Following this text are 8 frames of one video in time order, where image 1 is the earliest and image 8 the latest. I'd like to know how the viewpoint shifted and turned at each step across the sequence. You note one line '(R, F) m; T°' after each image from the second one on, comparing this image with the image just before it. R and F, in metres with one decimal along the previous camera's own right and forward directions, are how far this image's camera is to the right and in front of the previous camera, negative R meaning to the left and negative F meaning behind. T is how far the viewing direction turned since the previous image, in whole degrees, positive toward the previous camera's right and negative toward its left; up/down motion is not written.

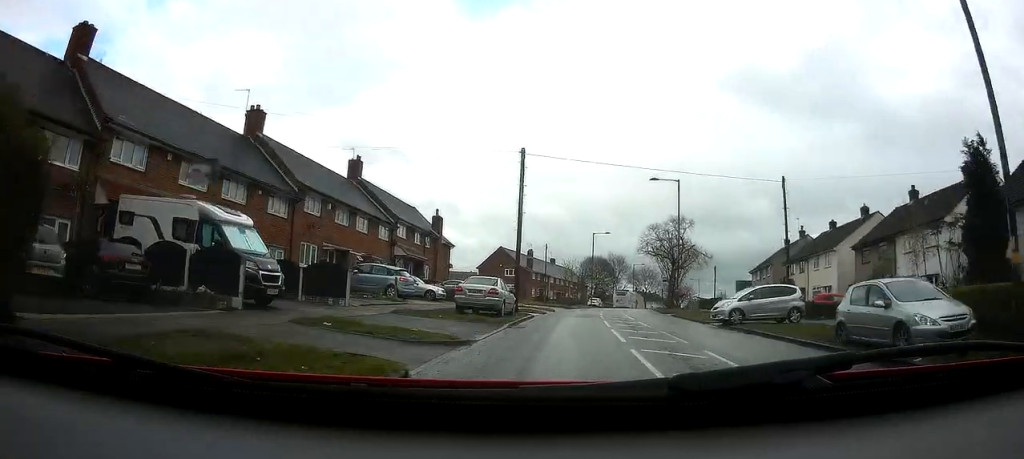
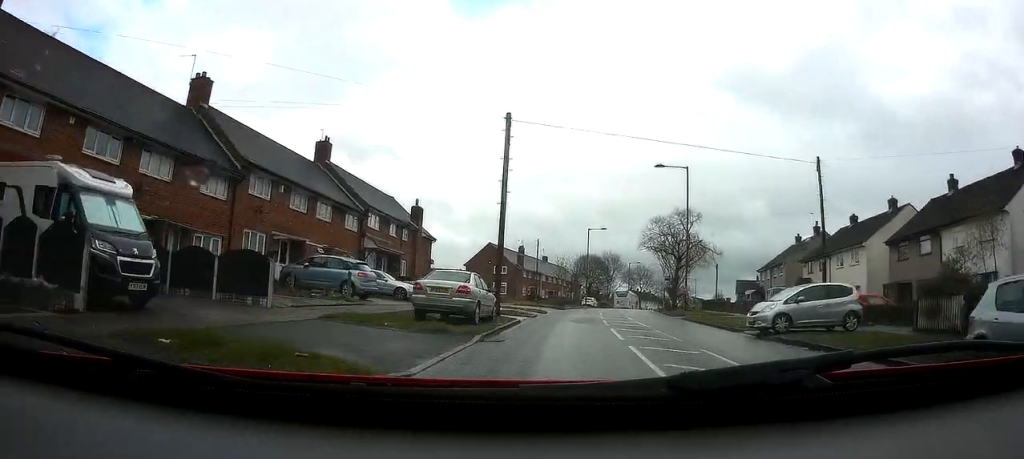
(0.0, +5.2) m; +1°
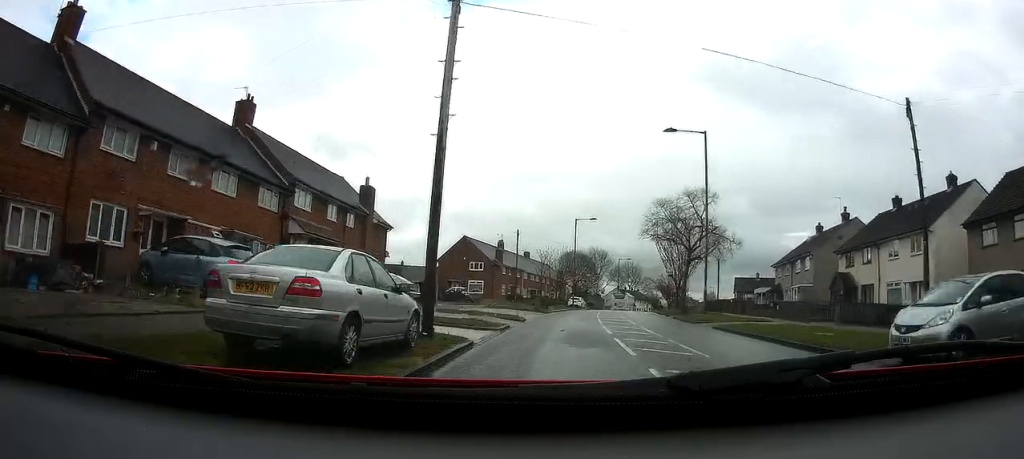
(+0.1, +8.9) m; +1°
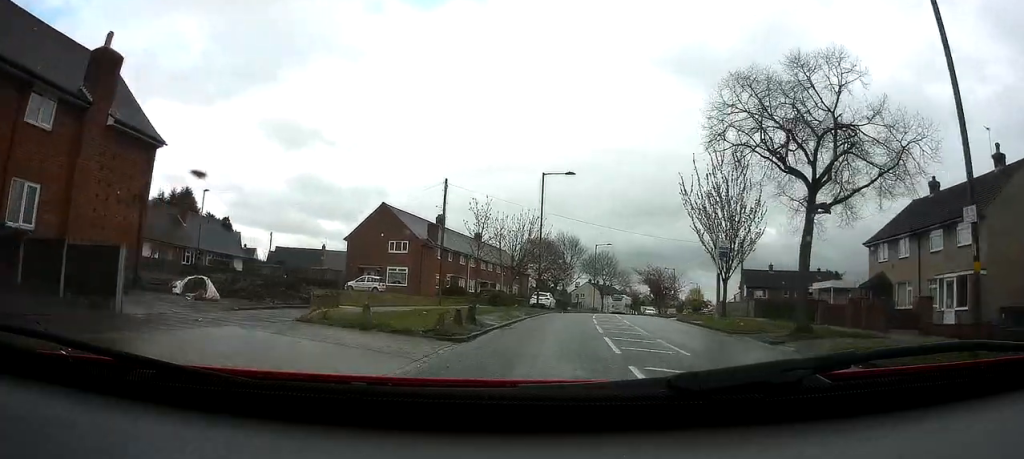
(+0.2, +22.8) m; +1°
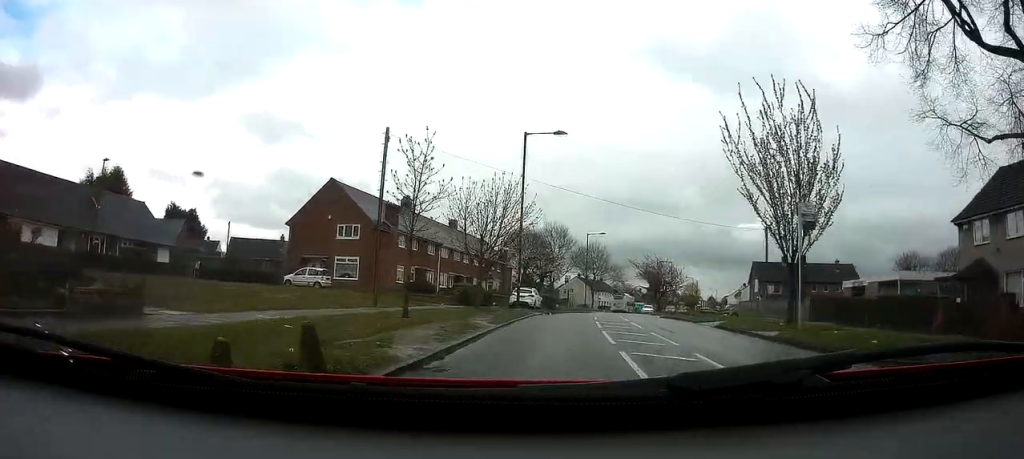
(+0.3, +9.9) m; +2°
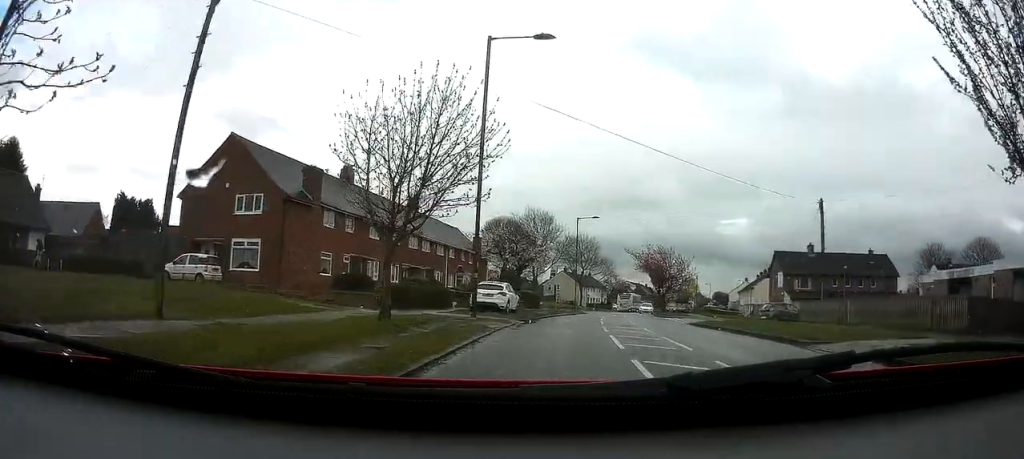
(0.0, +12.7) m; +1°
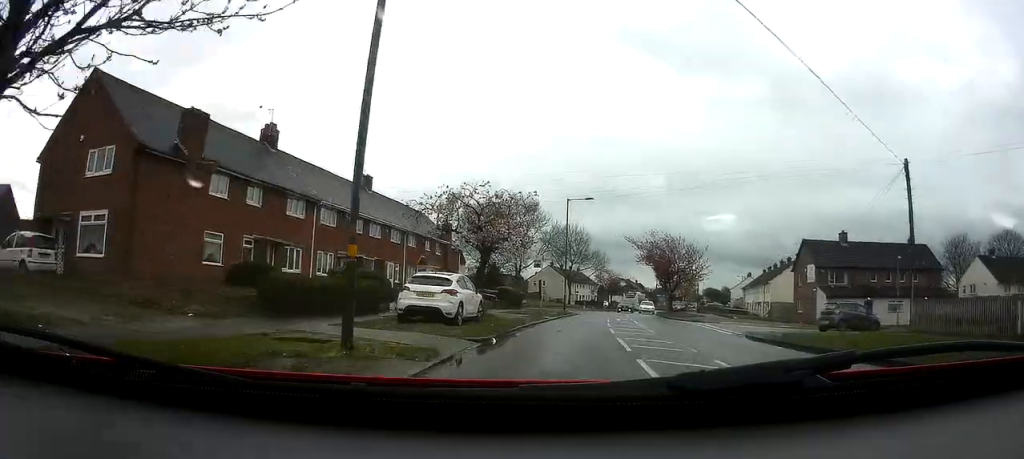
(+0.3, +11.0) m; +3°
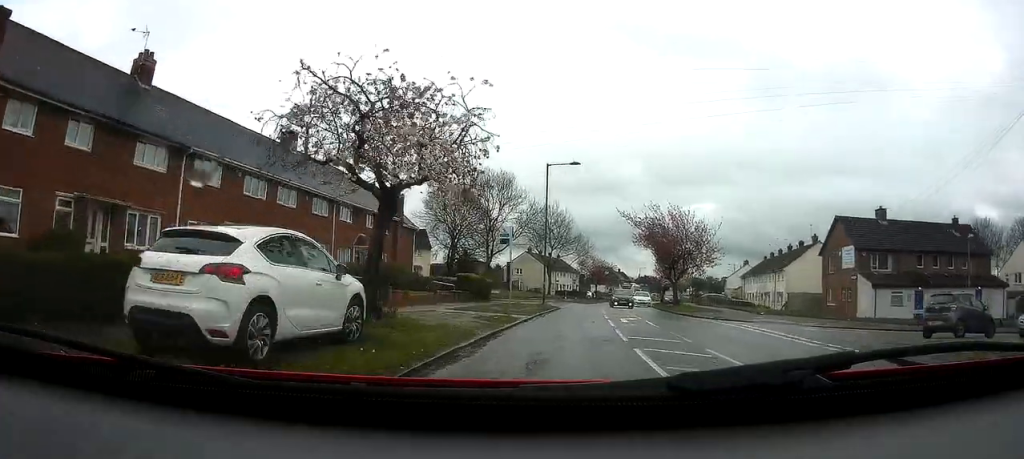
(+0.3, +10.6) m; +2°
